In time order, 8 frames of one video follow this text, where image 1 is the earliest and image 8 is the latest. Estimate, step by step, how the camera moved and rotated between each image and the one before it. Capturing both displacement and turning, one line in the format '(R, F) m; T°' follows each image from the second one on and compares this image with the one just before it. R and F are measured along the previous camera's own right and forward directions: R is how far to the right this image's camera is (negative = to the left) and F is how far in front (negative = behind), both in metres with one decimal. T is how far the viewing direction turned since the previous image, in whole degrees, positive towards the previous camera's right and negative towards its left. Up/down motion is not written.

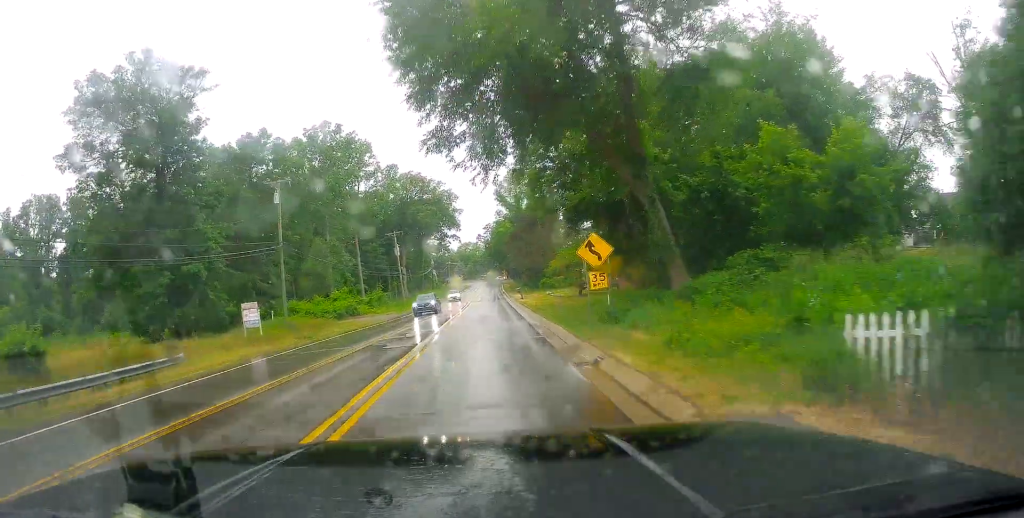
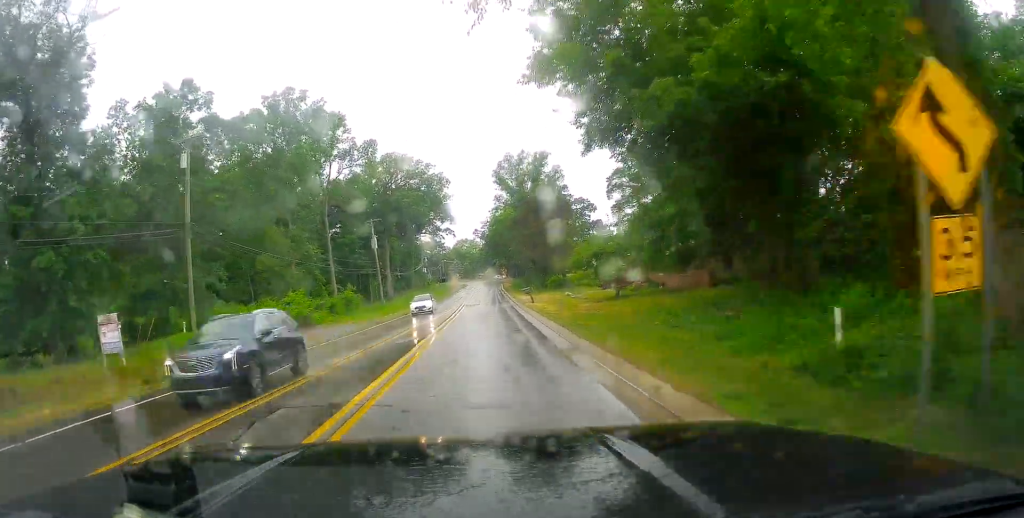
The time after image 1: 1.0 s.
(+0.4, +16.1) m; +1°
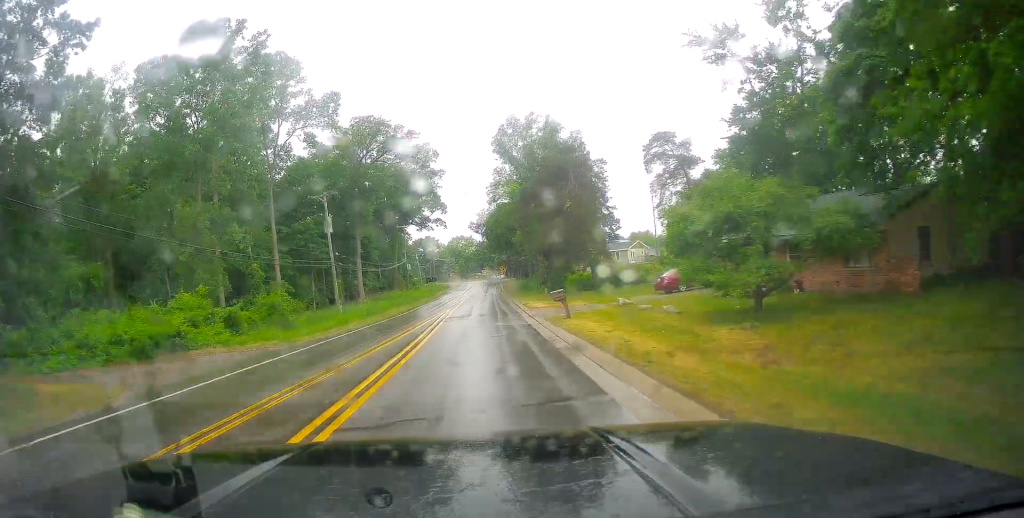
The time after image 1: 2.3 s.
(-0.4, +20.2) m; -1°
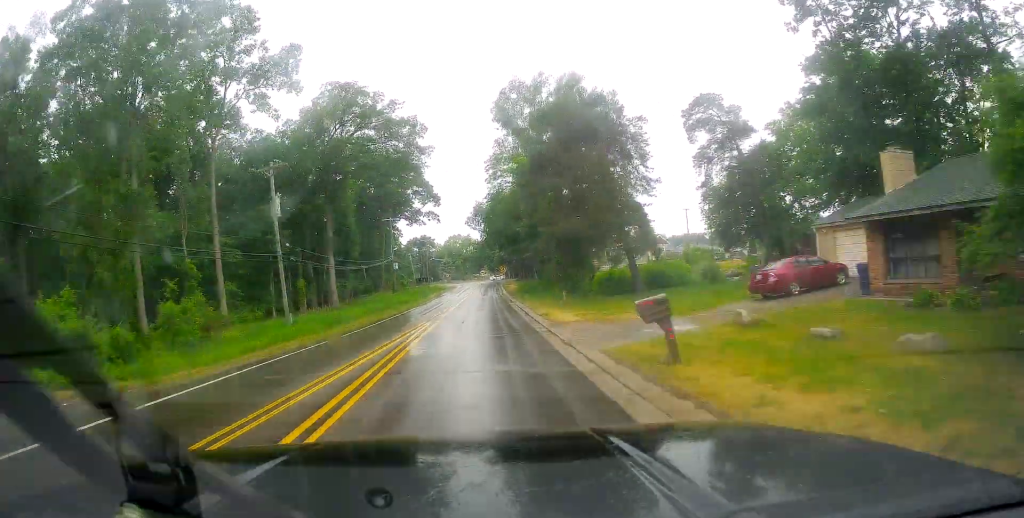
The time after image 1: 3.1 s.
(-0.1, +13.2) m; 0°
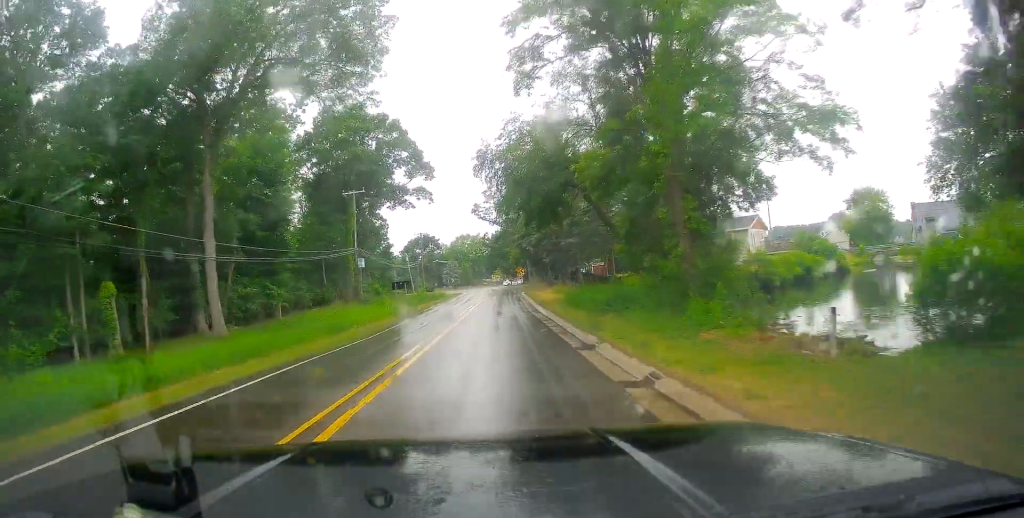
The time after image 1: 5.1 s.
(0.0, +31.0) m; +1°
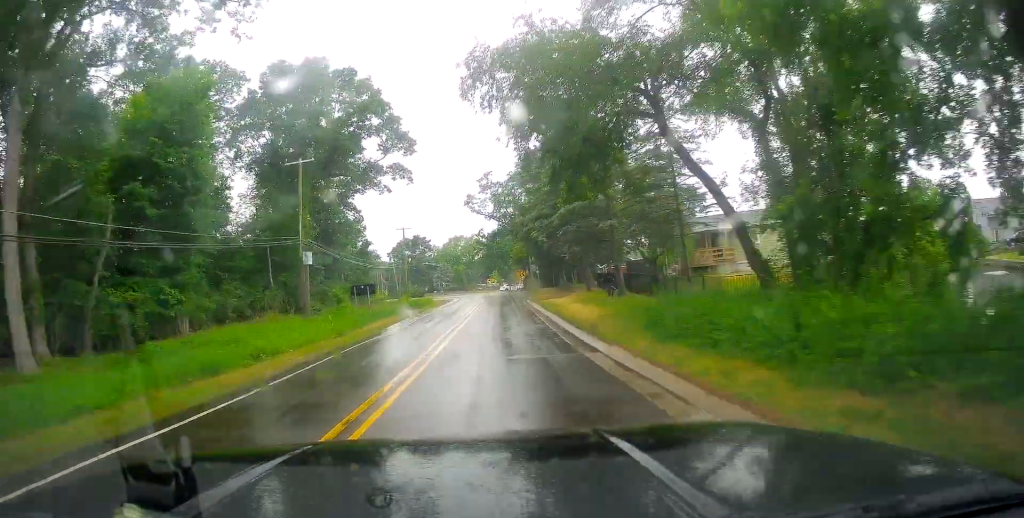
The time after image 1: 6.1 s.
(+0.4, +16.6) m; +1°
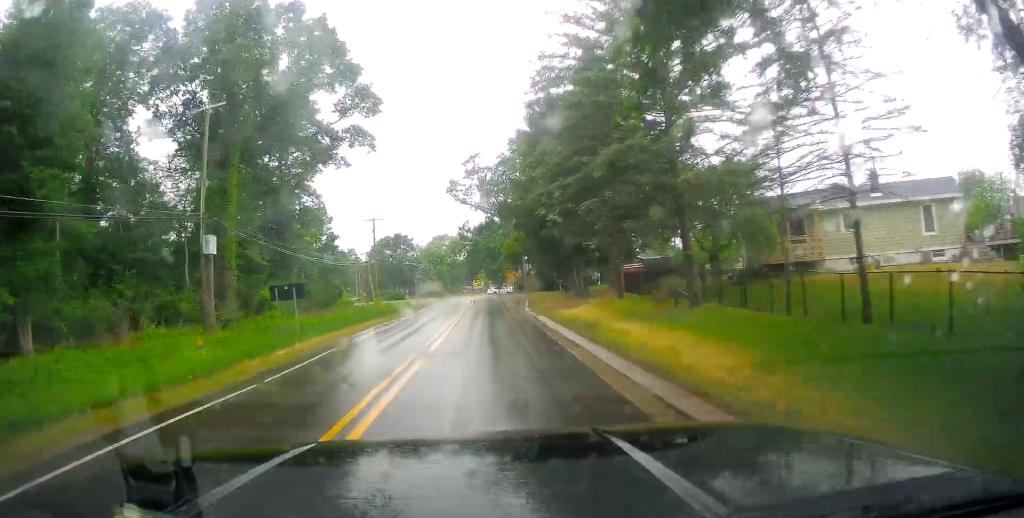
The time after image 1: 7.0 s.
(0.0, +13.9) m; 0°
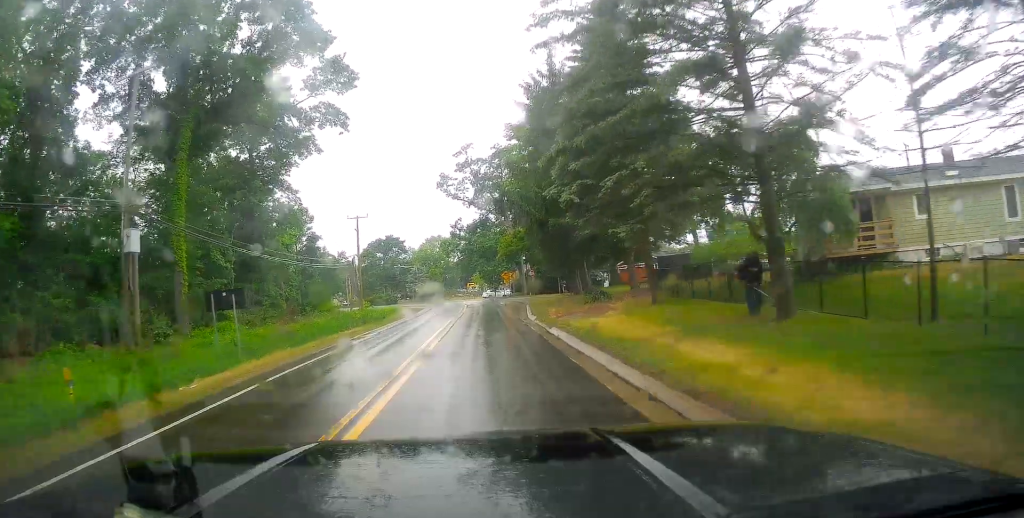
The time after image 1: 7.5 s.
(0.0, +6.6) m; 0°
